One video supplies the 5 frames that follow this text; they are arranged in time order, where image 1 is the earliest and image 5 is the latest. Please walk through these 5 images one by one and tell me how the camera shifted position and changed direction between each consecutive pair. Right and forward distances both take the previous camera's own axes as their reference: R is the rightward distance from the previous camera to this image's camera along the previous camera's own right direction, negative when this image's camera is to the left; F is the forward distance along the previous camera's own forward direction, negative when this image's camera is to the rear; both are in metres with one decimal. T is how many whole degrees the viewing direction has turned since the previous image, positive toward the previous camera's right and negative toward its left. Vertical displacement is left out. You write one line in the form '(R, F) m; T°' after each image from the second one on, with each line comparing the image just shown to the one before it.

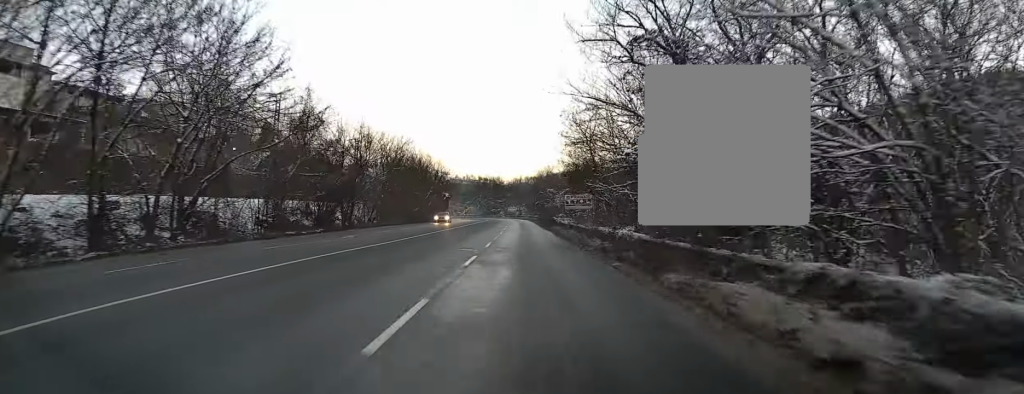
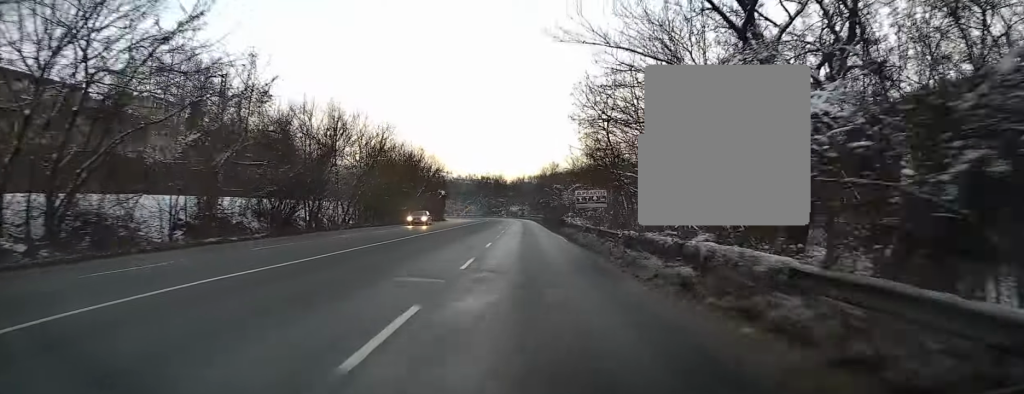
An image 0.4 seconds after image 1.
(+0.1, +9.7) m; 0°
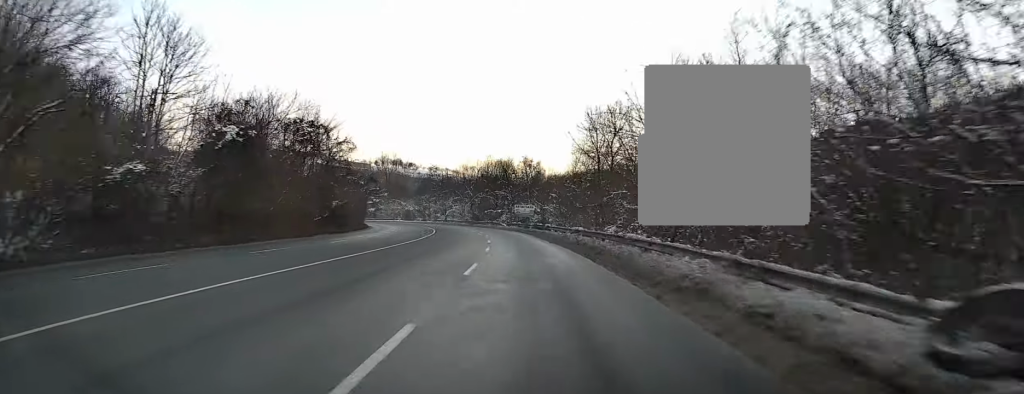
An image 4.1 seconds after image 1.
(-1.1, +81.8) m; -3°
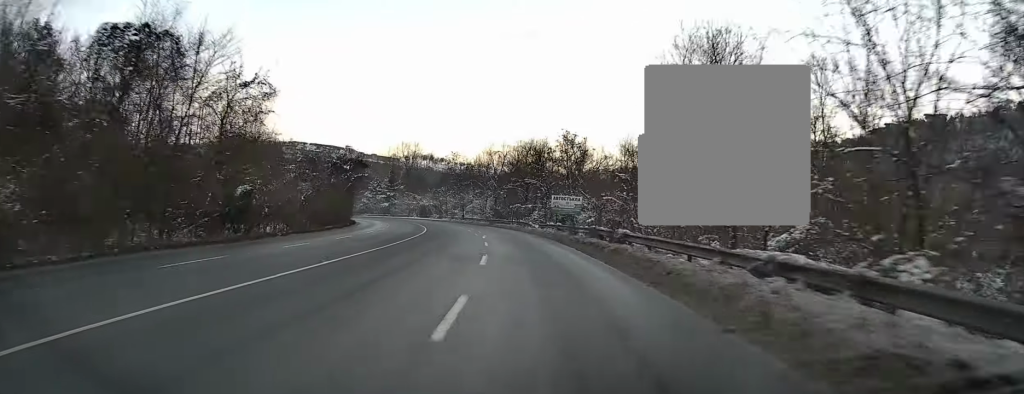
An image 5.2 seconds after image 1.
(-0.6, +24.1) m; -3°
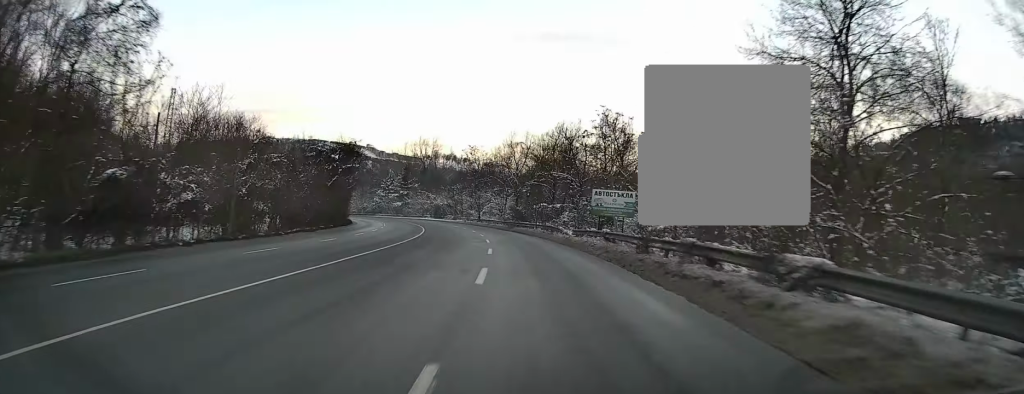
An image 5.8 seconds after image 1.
(0.0, +13.1) m; -2°
